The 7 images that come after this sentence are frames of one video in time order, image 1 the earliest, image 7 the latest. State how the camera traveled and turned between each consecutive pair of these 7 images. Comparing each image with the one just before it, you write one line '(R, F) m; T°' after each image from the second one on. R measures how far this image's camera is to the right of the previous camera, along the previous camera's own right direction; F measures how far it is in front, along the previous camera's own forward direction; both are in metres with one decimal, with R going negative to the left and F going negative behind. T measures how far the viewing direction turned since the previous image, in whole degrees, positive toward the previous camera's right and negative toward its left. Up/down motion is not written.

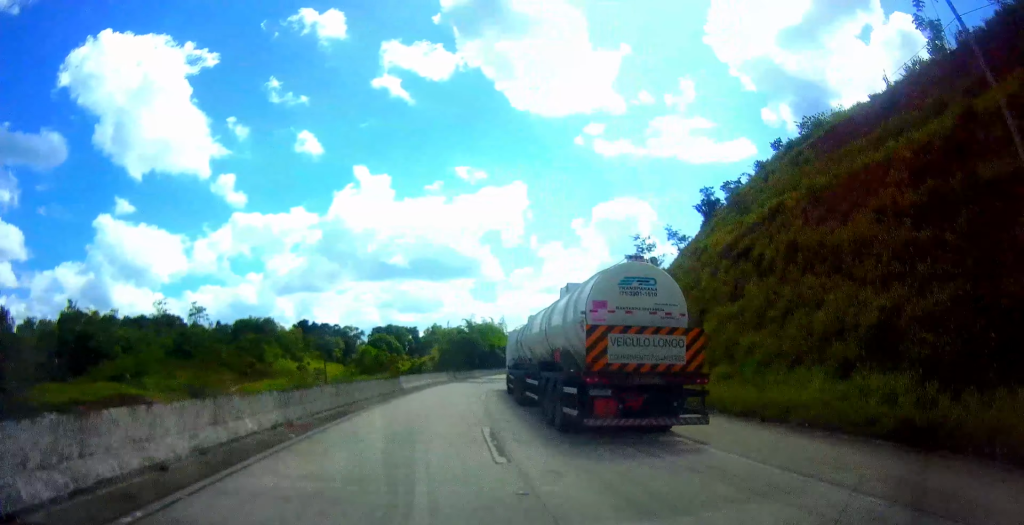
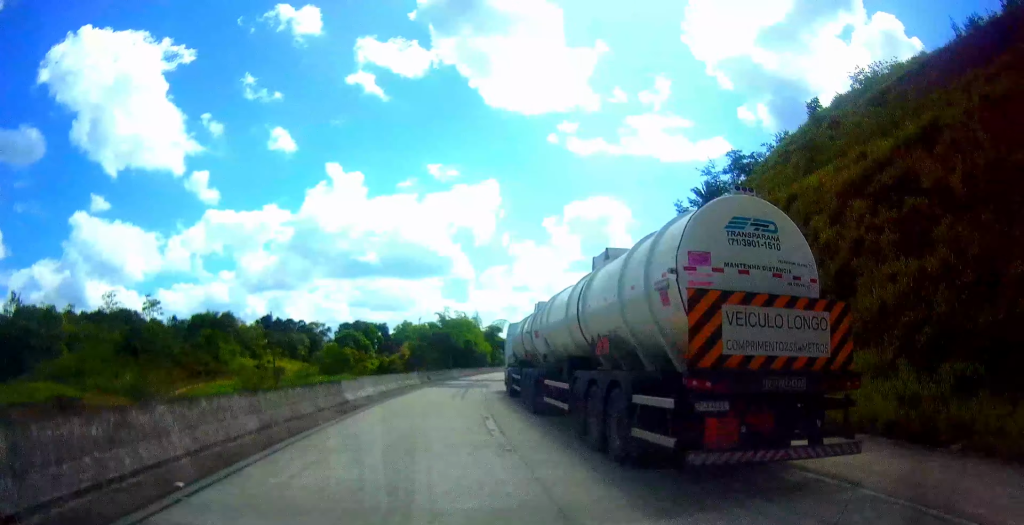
(+0.7, +13.3) m; +3°
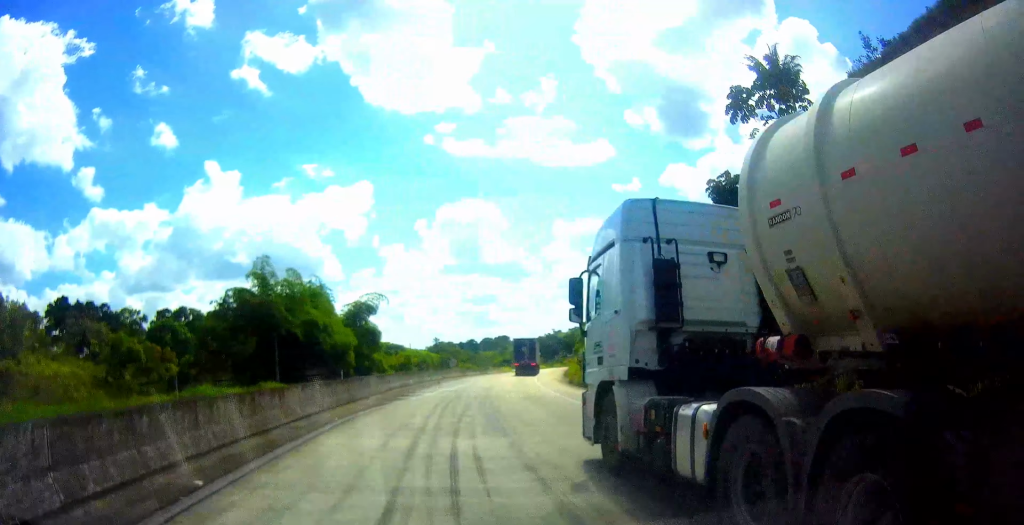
(+8.2, +64.3) m; +14°
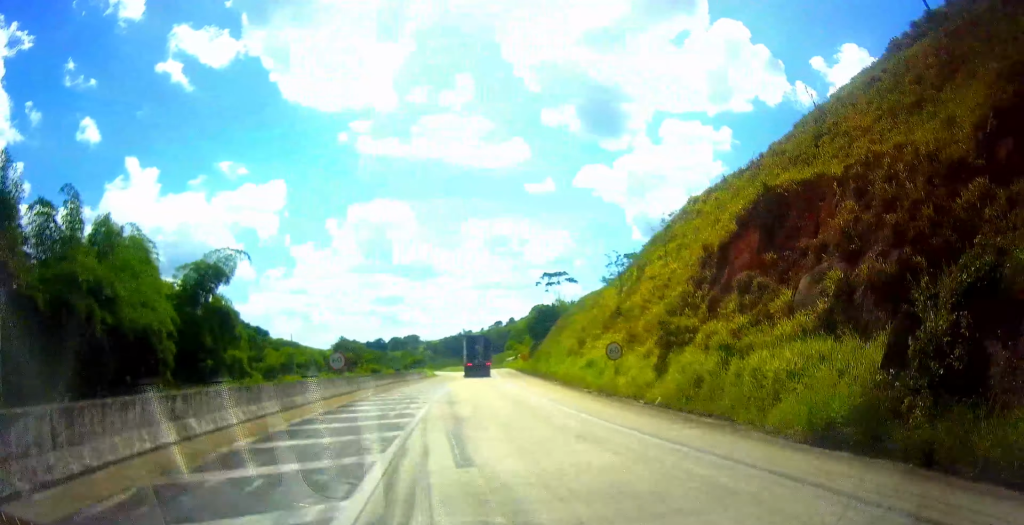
(+0.8, +37.0) m; +1°
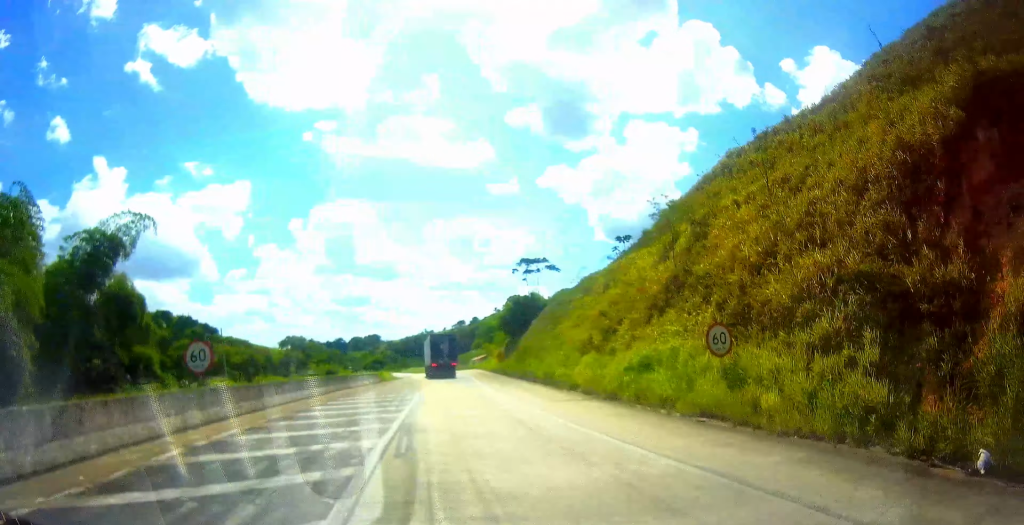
(0.0, +15.6) m; 0°
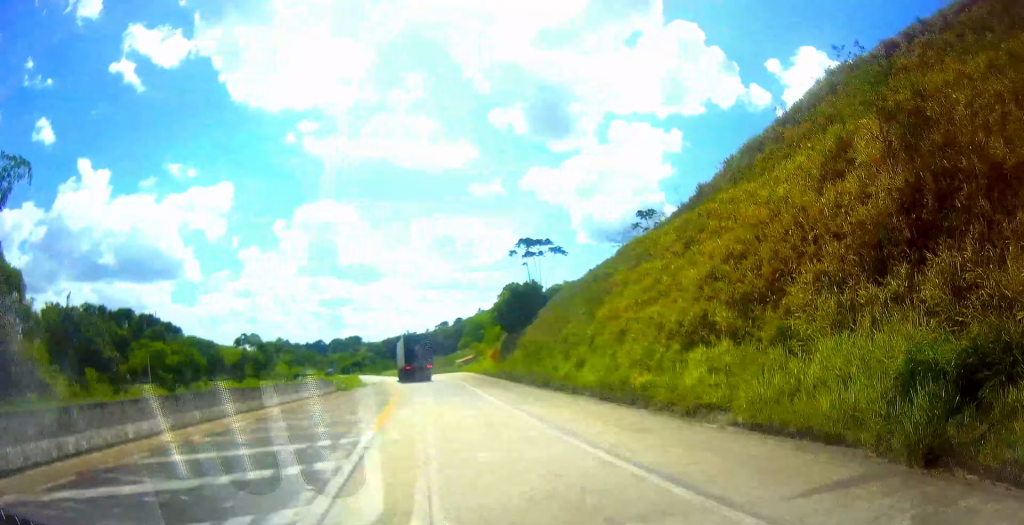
(0.0, +16.8) m; 0°
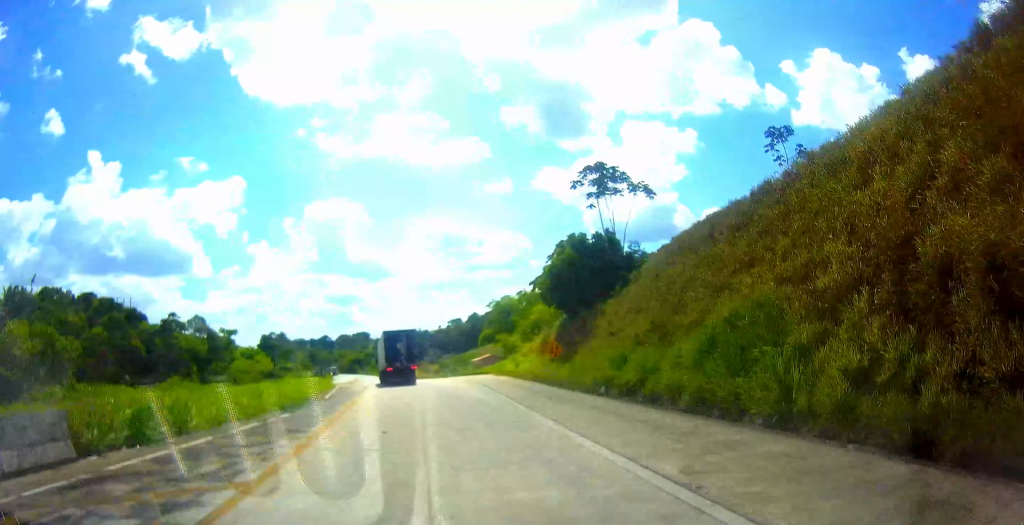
(0.0, +29.8) m; 0°
